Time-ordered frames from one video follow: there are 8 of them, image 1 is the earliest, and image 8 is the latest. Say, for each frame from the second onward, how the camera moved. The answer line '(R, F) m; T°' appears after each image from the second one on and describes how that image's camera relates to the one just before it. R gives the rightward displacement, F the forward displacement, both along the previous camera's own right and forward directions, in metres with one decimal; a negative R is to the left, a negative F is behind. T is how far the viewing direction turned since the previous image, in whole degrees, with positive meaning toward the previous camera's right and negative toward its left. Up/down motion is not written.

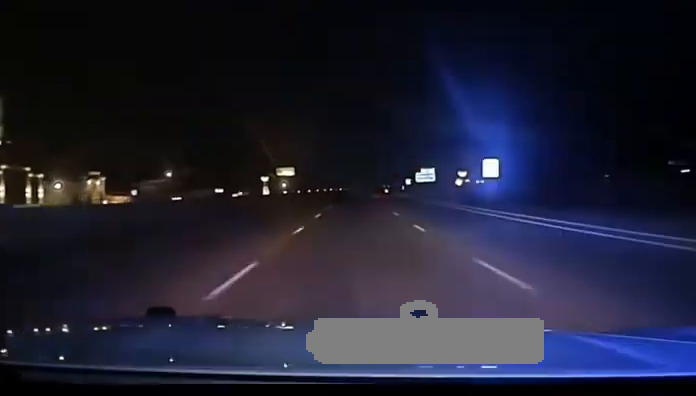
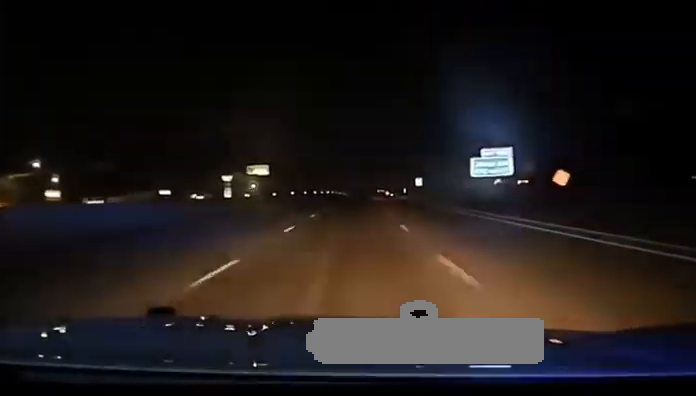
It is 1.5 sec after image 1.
(+0.8, +87.7) m; +1°
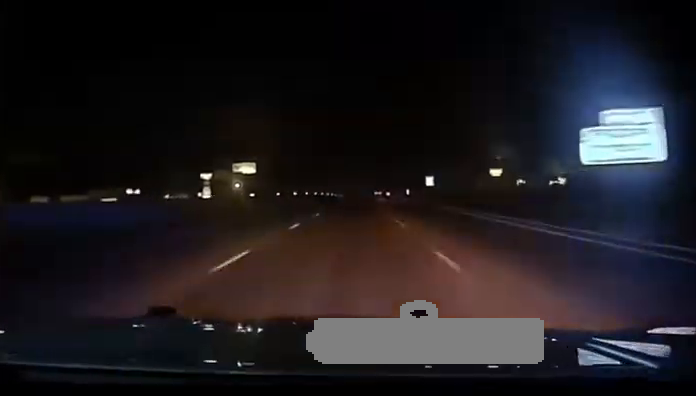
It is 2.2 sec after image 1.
(+0.1, +30.9) m; 0°
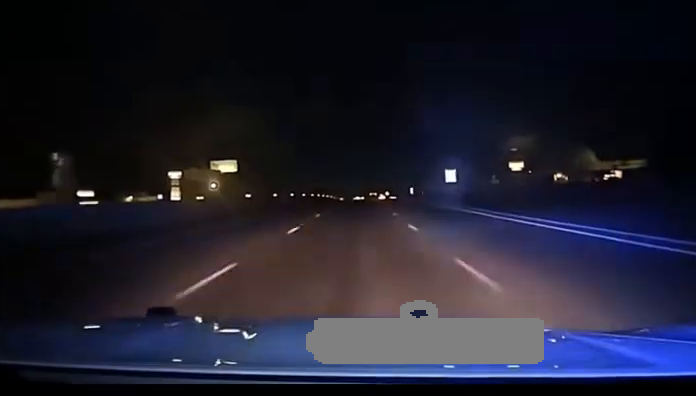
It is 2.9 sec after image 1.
(+0.1, +34.3) m; 0°
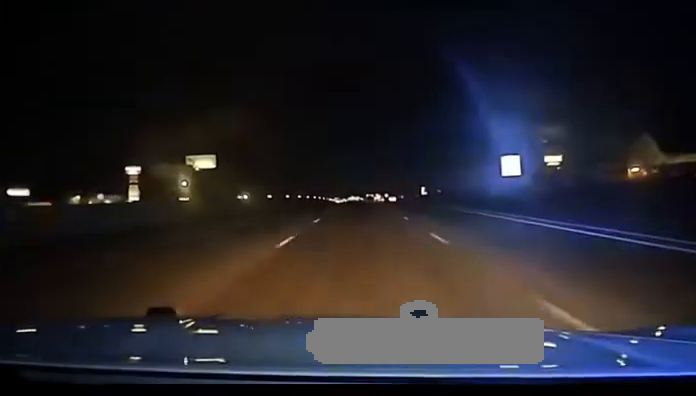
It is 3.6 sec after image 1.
(+0.1, +36.6) m; +1°
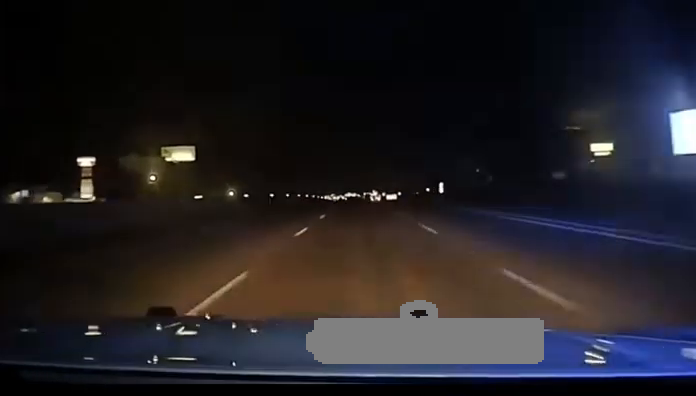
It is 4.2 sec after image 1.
(+0.2, +32.1) m; 0°
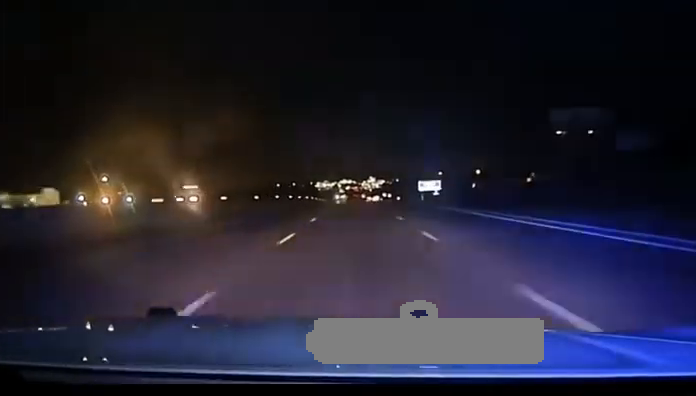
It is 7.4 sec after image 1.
(+1.4, +187.4) m; +1°
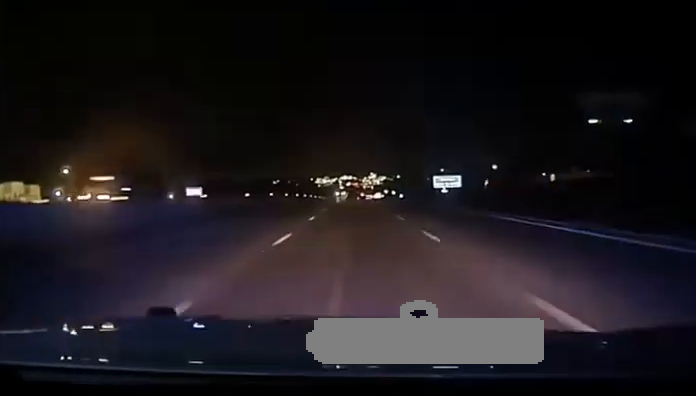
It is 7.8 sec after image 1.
(0.0, +27.3) m; 0°
